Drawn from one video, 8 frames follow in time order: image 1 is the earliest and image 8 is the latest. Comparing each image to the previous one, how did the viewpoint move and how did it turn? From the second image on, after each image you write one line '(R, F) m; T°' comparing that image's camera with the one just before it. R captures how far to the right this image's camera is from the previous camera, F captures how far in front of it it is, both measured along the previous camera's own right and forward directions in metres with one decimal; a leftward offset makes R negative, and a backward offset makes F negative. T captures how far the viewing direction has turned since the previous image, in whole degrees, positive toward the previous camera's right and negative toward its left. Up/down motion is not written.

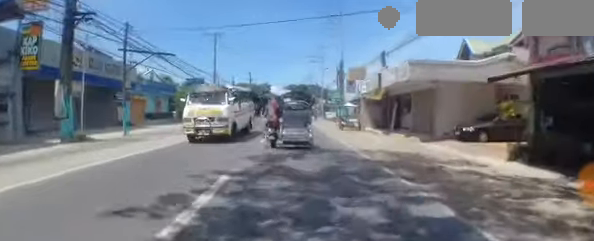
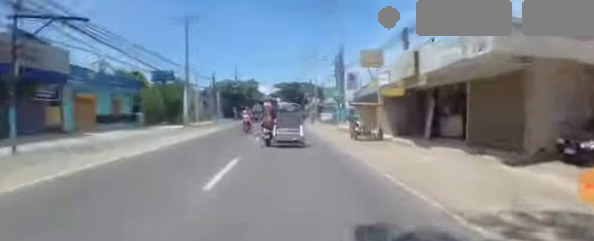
(+0.4, +7.7) m; +2°
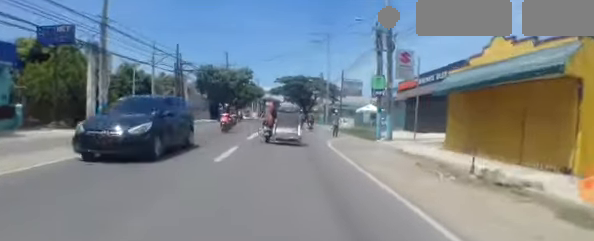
(-0.6, +16.1) m; -2°
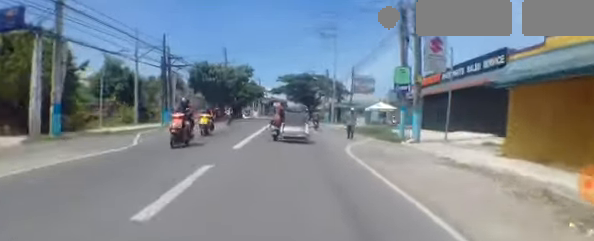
(+0.2, +4.0) m; 0°
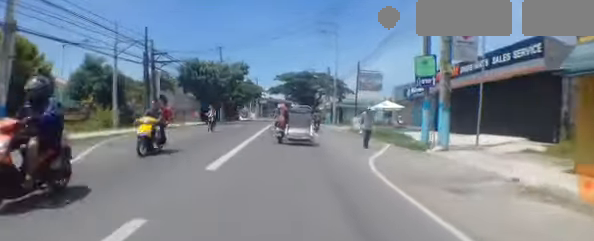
(-0.2, +3.1) m; -2°
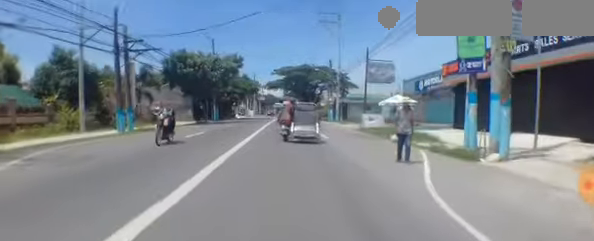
(-0.1, +3.7) m; -2°
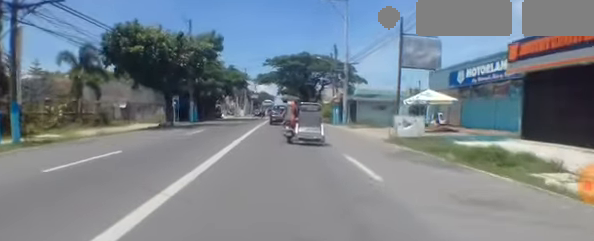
(0.0, +8.5) m; 0°
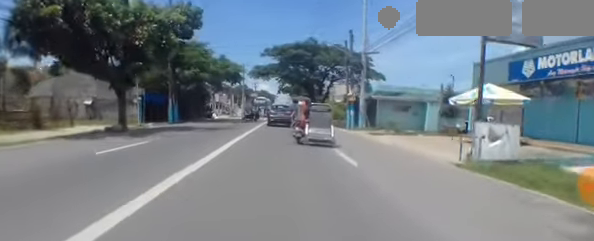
(0.0, +7.5) m; 0°
